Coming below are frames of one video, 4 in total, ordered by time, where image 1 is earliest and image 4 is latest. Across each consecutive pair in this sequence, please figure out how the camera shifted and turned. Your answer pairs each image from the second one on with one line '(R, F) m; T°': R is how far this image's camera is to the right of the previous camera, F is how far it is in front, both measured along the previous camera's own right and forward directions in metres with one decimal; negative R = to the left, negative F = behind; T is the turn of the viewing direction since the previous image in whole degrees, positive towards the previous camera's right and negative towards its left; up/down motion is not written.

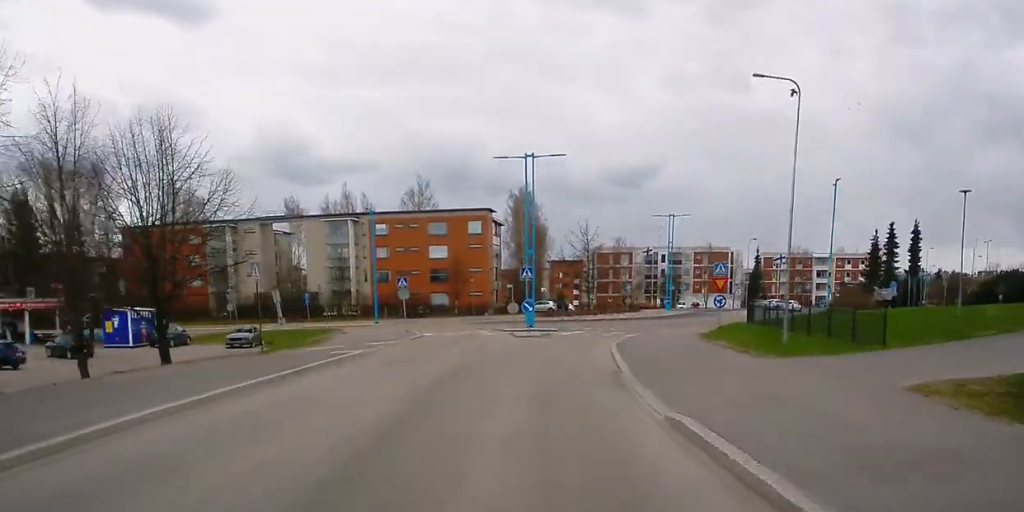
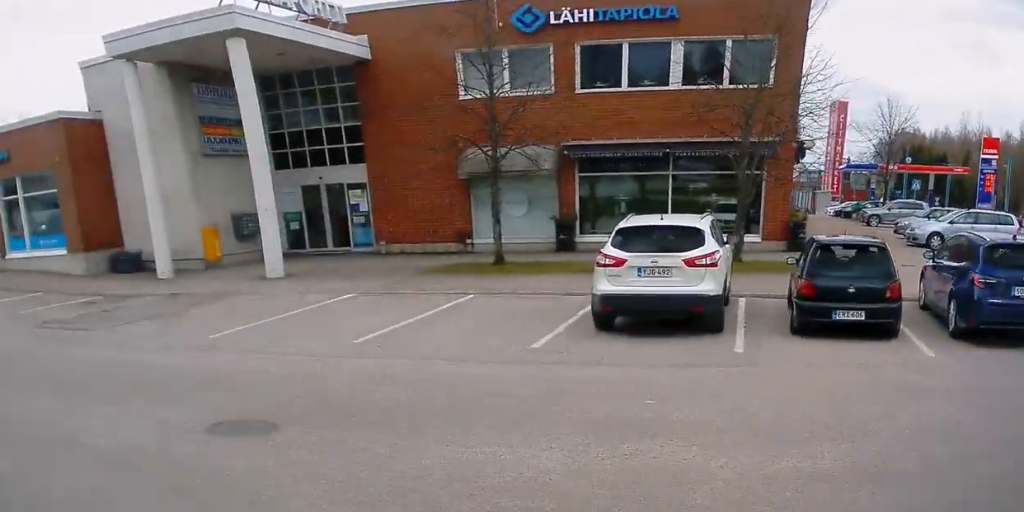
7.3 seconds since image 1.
(-16.5, +17.7) m; -136°
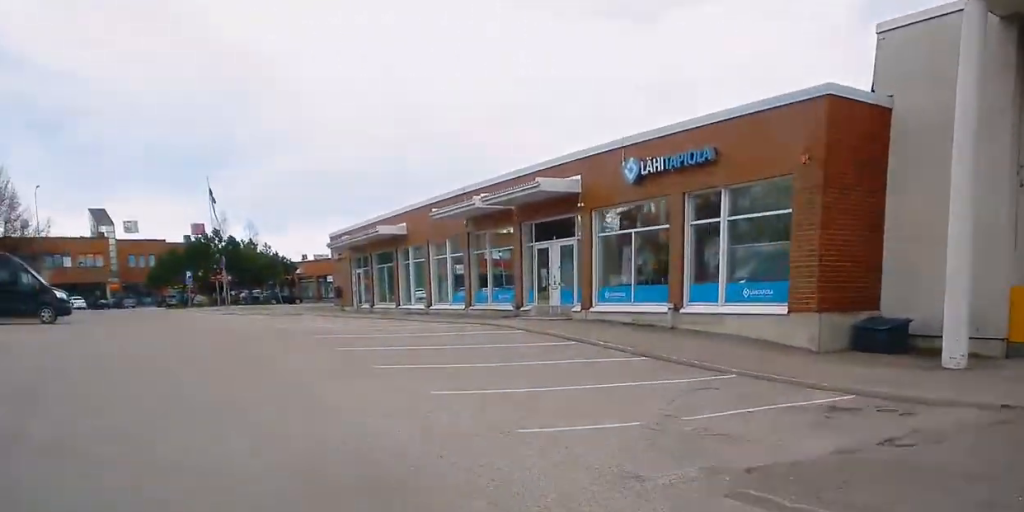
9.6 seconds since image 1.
(-3.5, +10.8) m; -29°
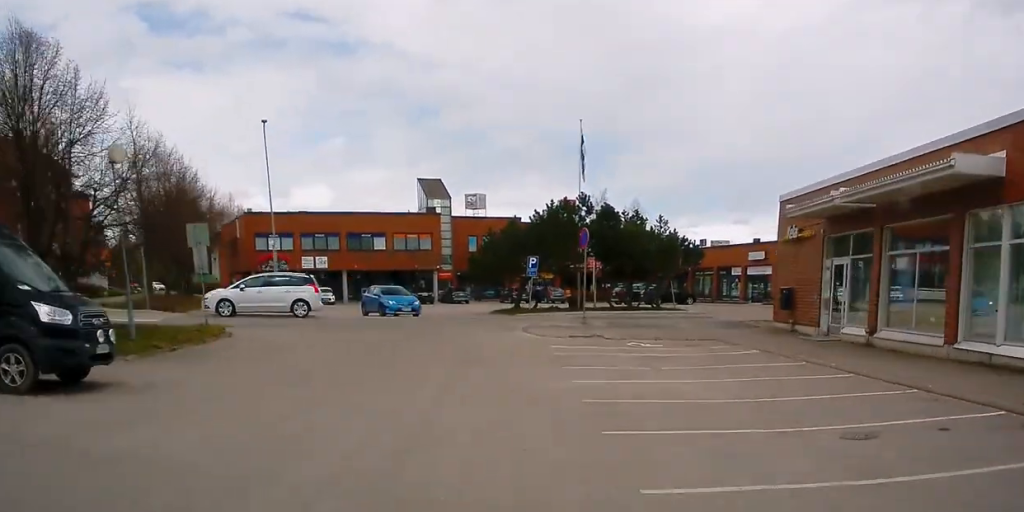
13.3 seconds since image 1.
(-3.4, +19.3) m; -13°
